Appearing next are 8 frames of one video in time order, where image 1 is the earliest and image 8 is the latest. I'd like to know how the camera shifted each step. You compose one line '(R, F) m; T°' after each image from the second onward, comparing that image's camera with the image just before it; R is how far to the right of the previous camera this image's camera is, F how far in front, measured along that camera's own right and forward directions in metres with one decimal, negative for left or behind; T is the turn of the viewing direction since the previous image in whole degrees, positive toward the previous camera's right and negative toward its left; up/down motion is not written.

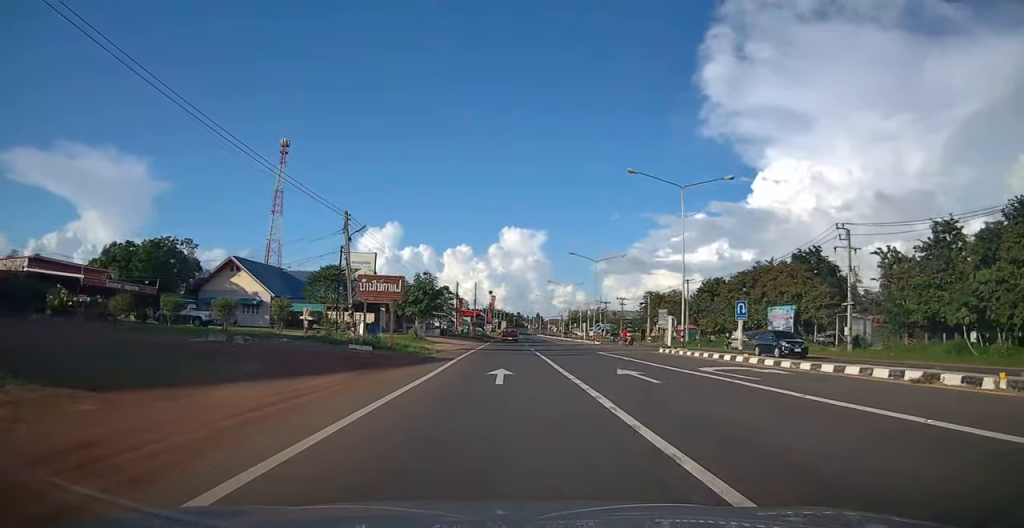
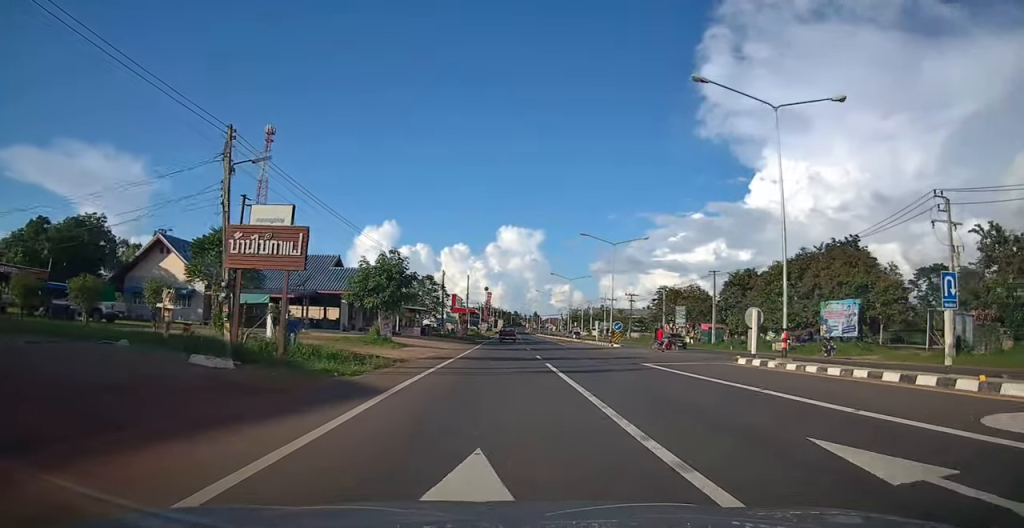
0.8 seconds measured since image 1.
(+0.1, +11.7) m; -2°
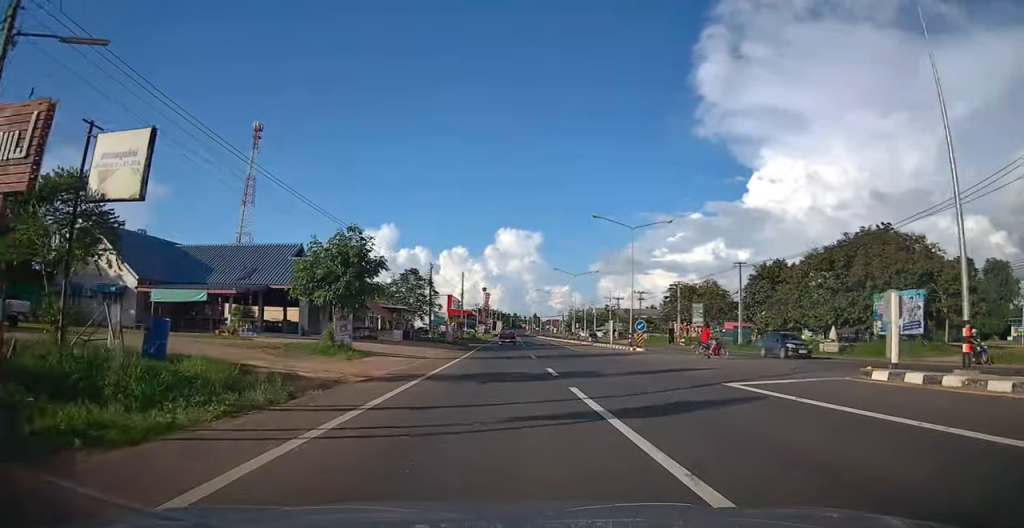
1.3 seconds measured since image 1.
(-0.1, +8.3) m; -1°
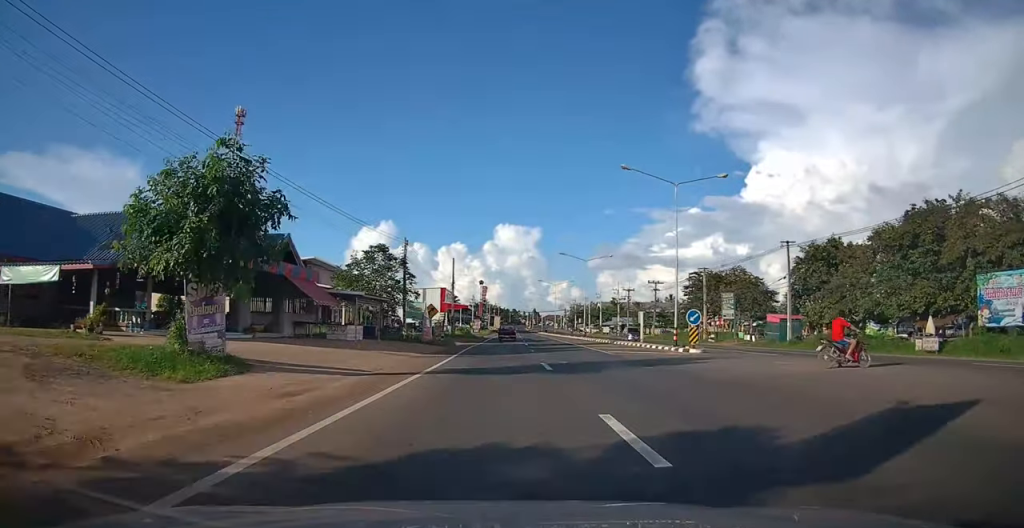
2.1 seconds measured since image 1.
(-0.7, +11.3) m; 0°
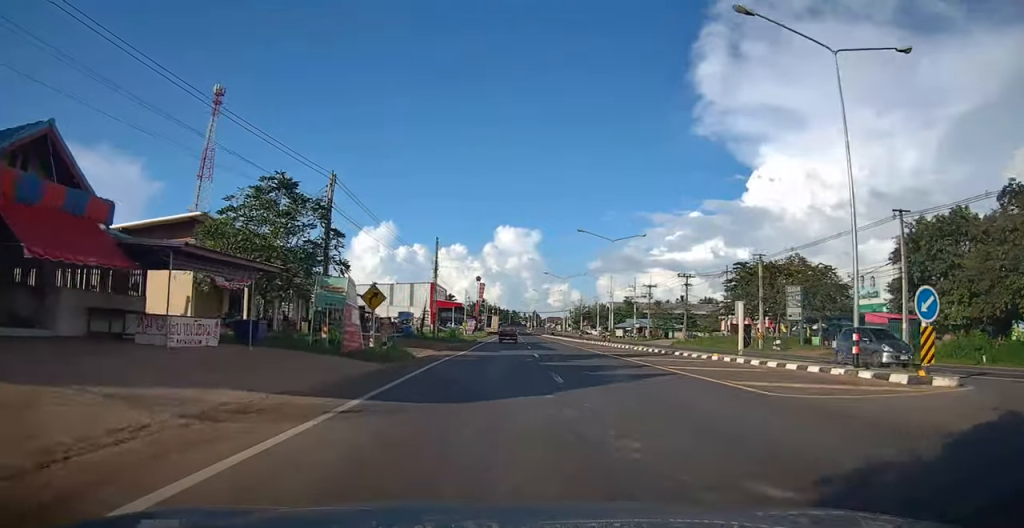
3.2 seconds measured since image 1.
(+0.8, +16.1) m; 0°
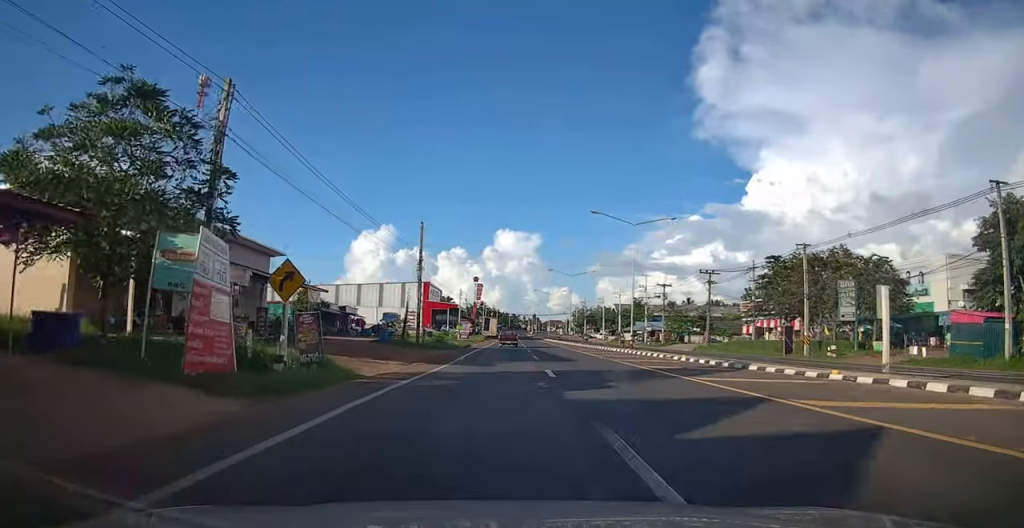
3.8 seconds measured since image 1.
(-0.5, +8.8) m; 0°
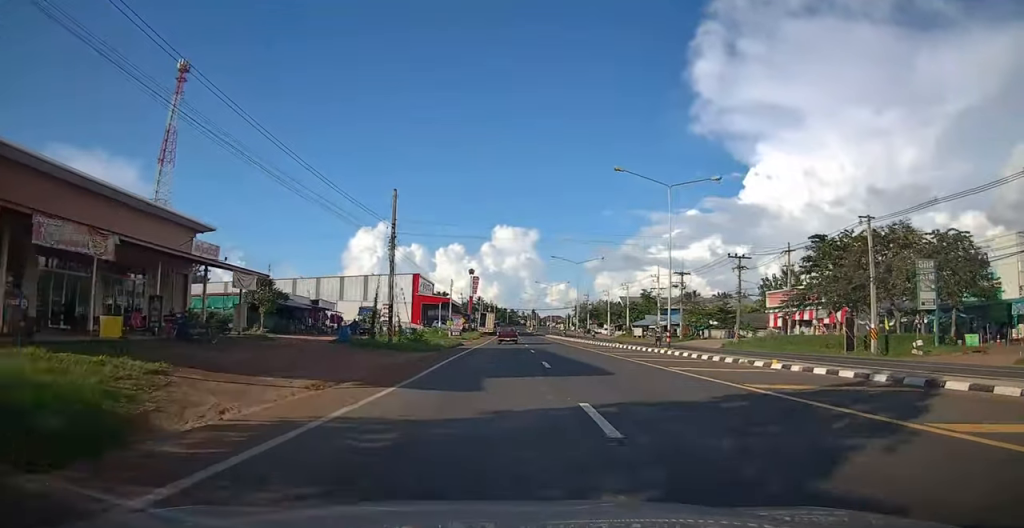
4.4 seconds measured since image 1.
(0.0, +9.4) m; +1°
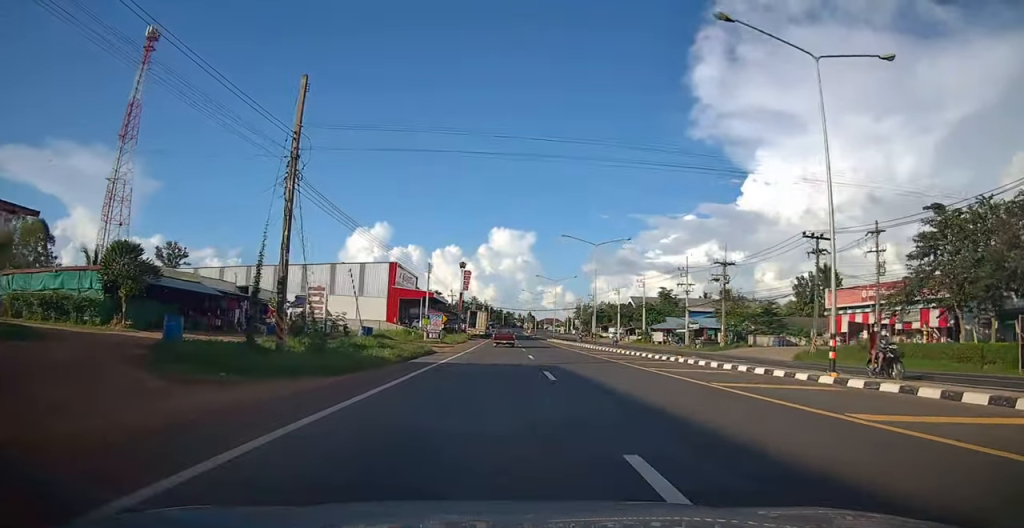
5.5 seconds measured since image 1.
(+0.6, +15.8) m; +2°
